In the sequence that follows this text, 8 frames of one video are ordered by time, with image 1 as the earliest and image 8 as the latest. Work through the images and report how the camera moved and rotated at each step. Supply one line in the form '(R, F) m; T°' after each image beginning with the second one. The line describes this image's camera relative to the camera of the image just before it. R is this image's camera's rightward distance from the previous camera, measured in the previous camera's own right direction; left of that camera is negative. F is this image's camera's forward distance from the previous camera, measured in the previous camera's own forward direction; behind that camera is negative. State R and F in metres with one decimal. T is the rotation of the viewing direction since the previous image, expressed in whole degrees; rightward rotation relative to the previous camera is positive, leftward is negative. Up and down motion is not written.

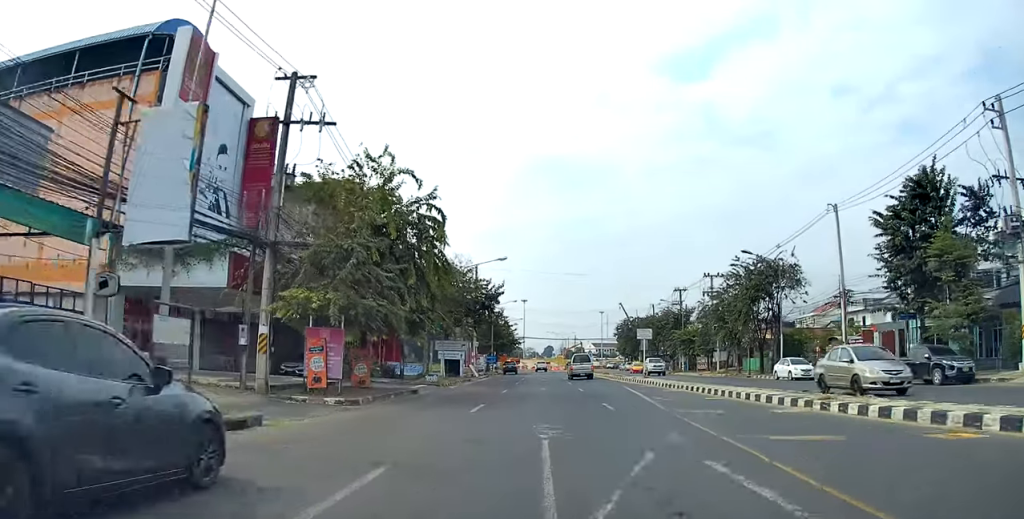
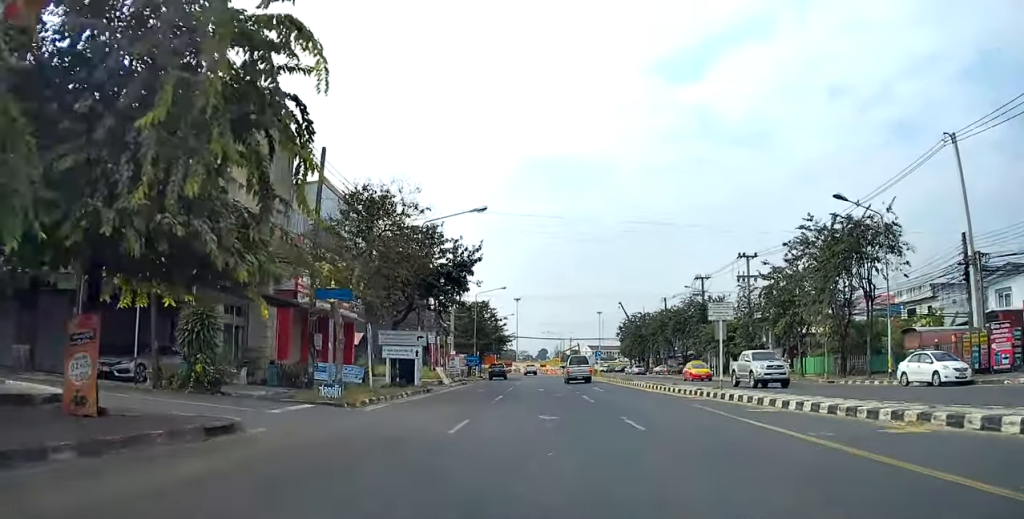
(+0.2, +16.9) m; 0°
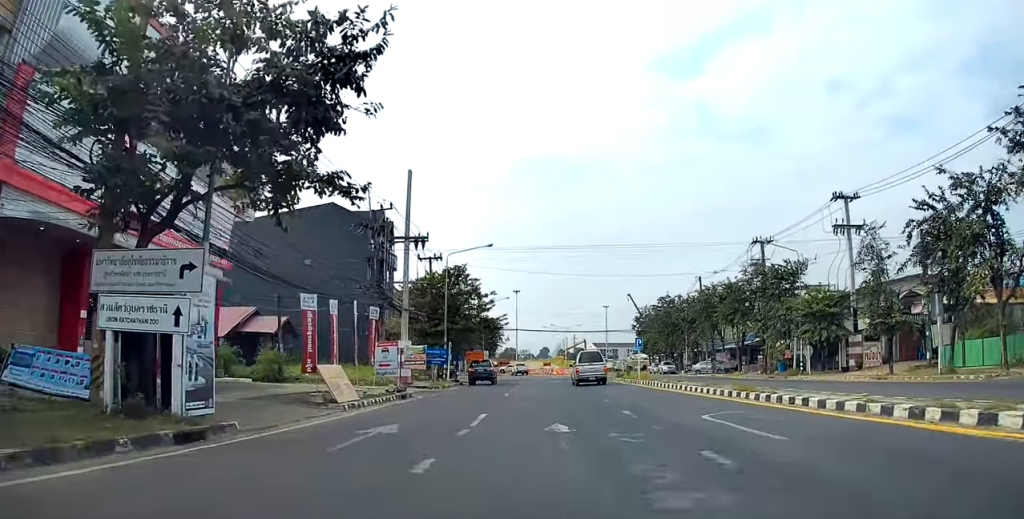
(+0.3, +22.9) m; +1°
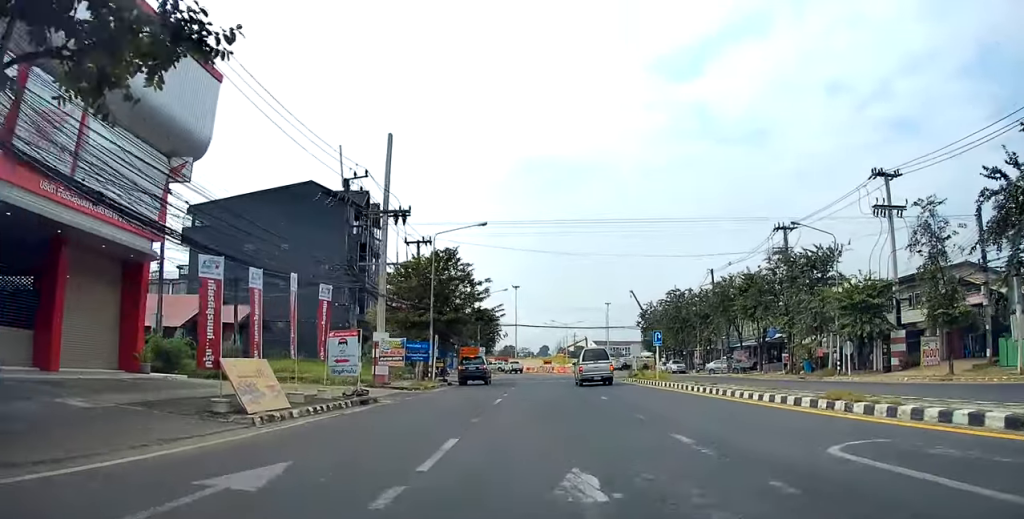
(+0.1, +6.0) m; -1°
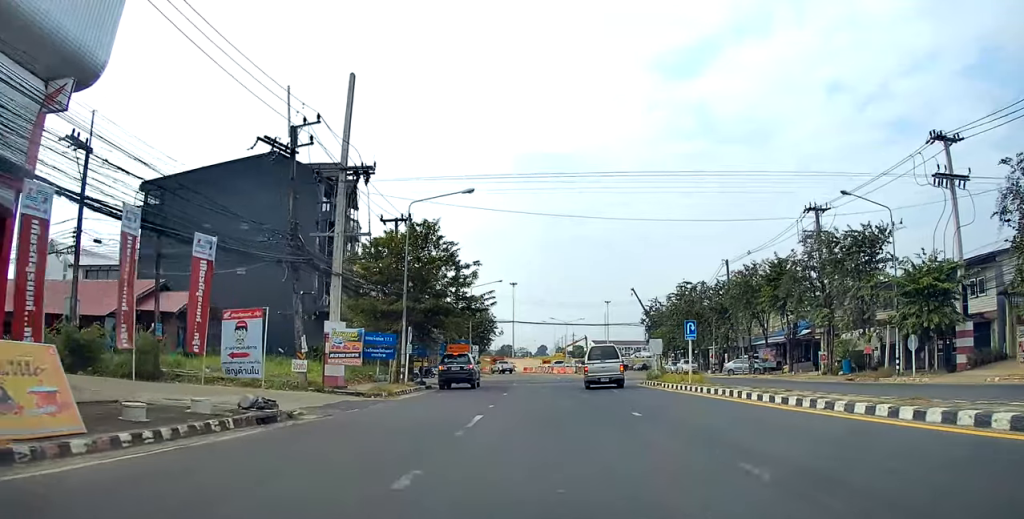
(-0.2, +7.3) m; -1°
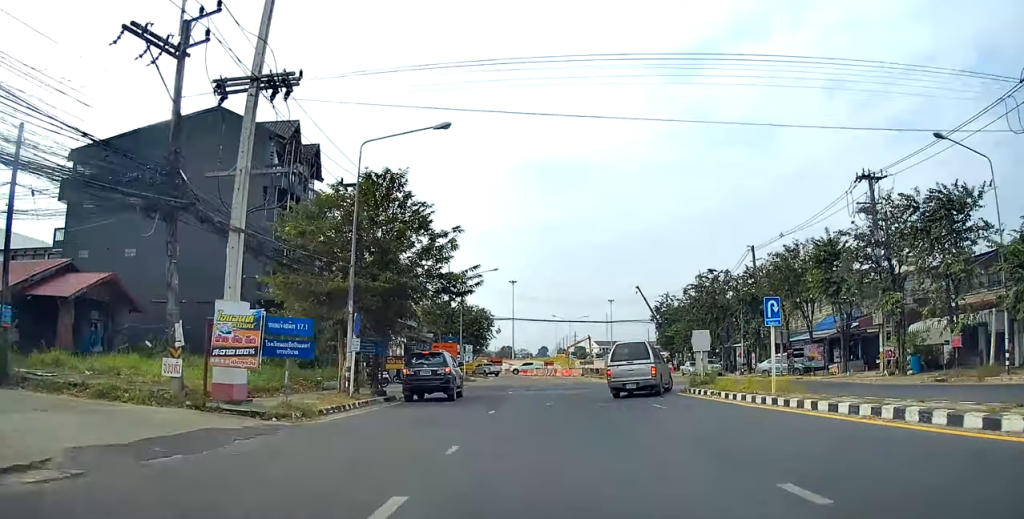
(-0.1, +9.1) m; -1°
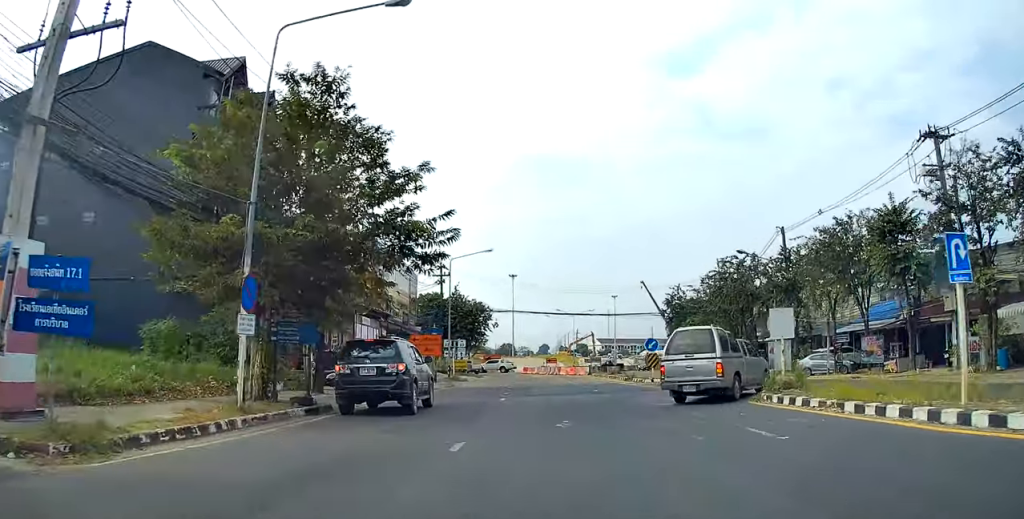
(0.0, +8.3) m; -1°
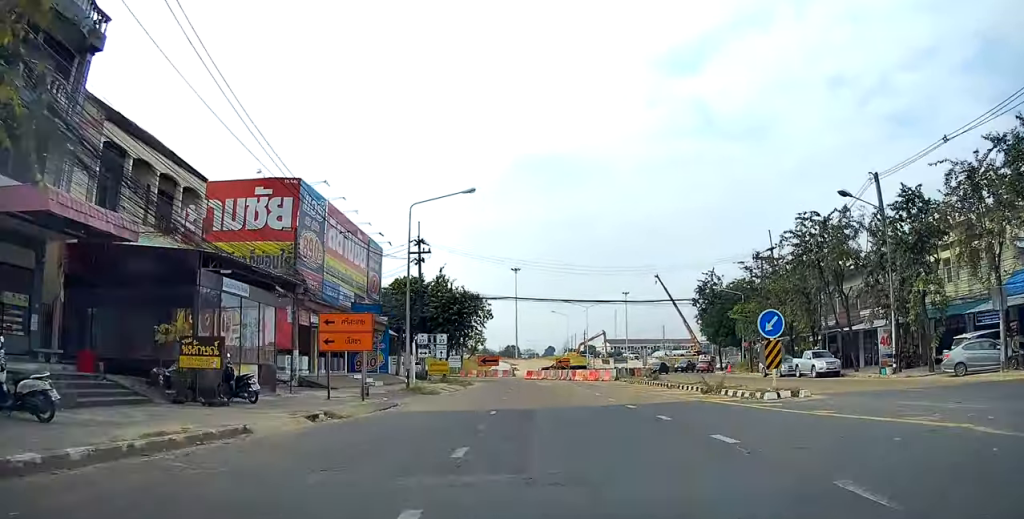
(+0.1, +16.7) m; 0°
